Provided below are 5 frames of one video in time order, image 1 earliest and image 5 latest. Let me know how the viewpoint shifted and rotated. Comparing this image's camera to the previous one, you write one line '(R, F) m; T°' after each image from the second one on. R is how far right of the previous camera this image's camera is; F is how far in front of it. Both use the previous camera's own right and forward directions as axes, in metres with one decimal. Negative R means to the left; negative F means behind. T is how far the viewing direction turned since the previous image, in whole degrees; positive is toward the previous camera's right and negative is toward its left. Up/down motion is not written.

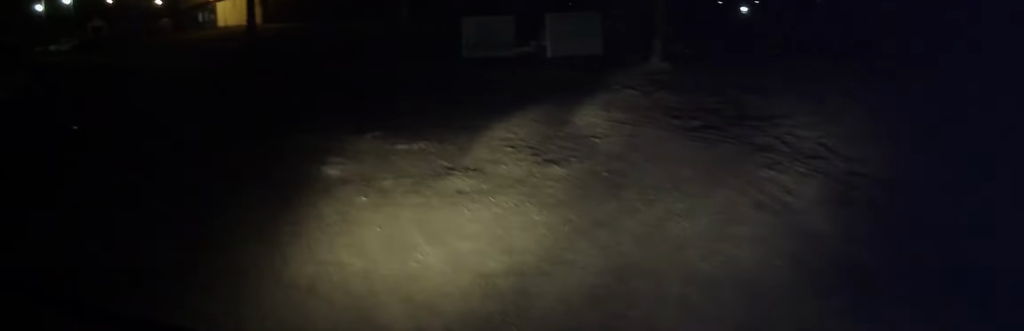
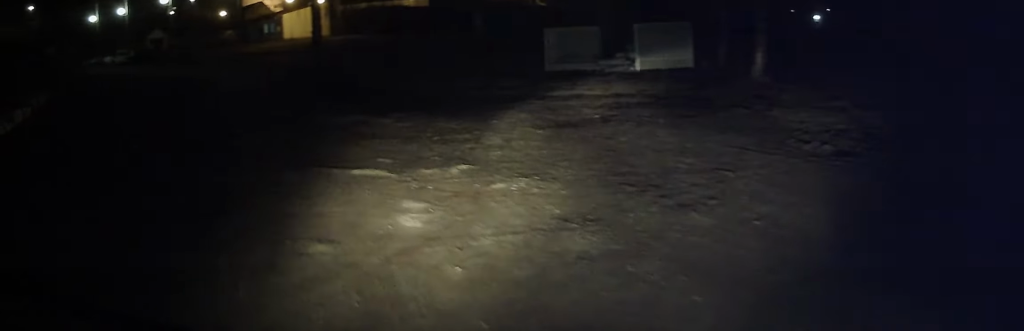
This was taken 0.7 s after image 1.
(-0.2, +2.1) m; -6°
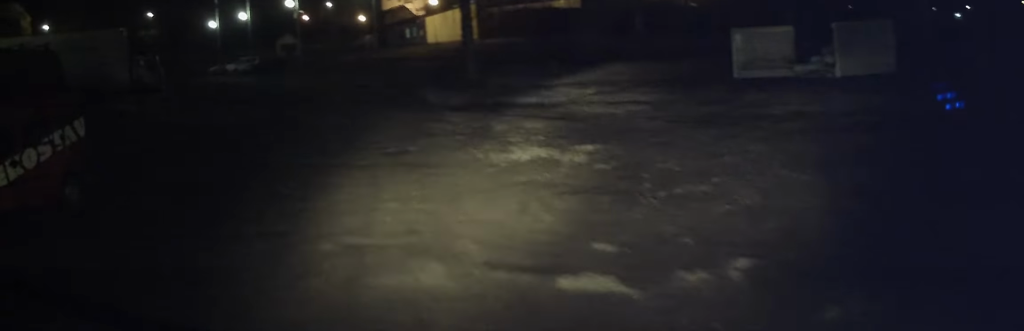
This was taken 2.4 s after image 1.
(-0.5, +4.6) m; -17°
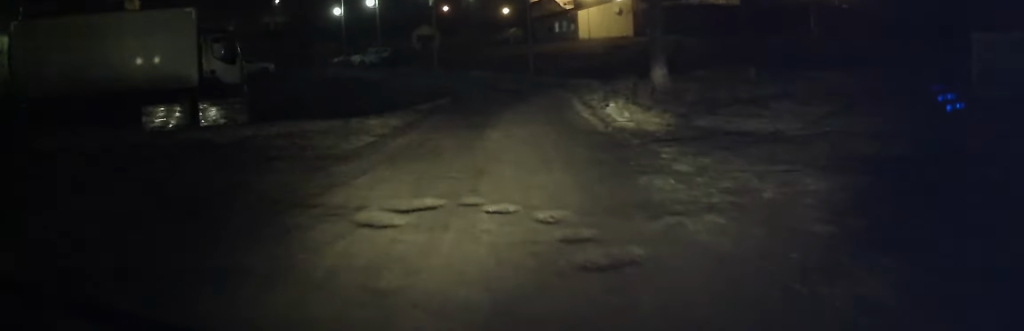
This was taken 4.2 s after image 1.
(-1.0, +5.0) m; -16°
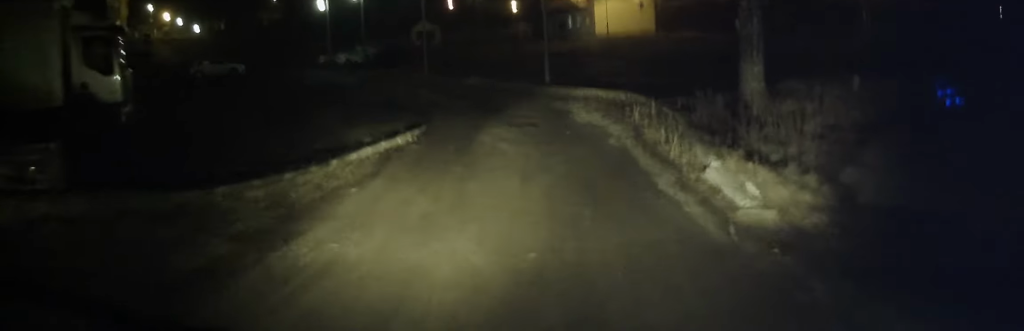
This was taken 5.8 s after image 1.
(+0.5, +6.2) m; +9°
